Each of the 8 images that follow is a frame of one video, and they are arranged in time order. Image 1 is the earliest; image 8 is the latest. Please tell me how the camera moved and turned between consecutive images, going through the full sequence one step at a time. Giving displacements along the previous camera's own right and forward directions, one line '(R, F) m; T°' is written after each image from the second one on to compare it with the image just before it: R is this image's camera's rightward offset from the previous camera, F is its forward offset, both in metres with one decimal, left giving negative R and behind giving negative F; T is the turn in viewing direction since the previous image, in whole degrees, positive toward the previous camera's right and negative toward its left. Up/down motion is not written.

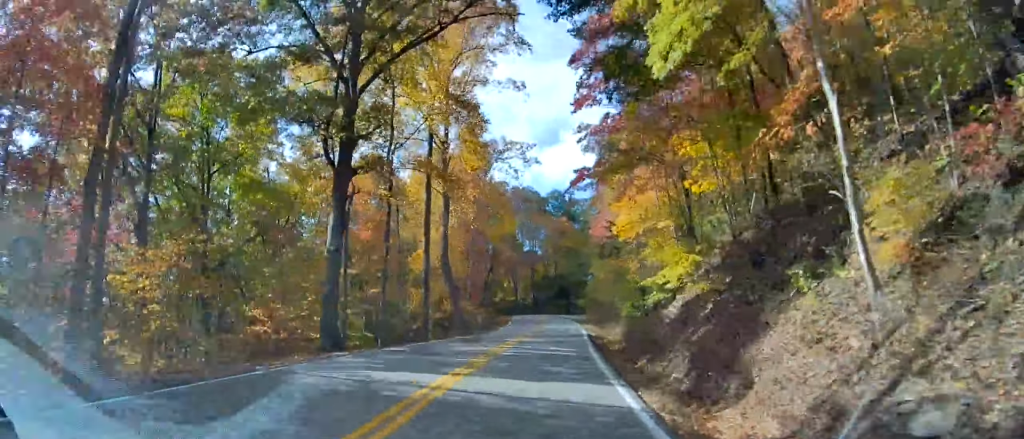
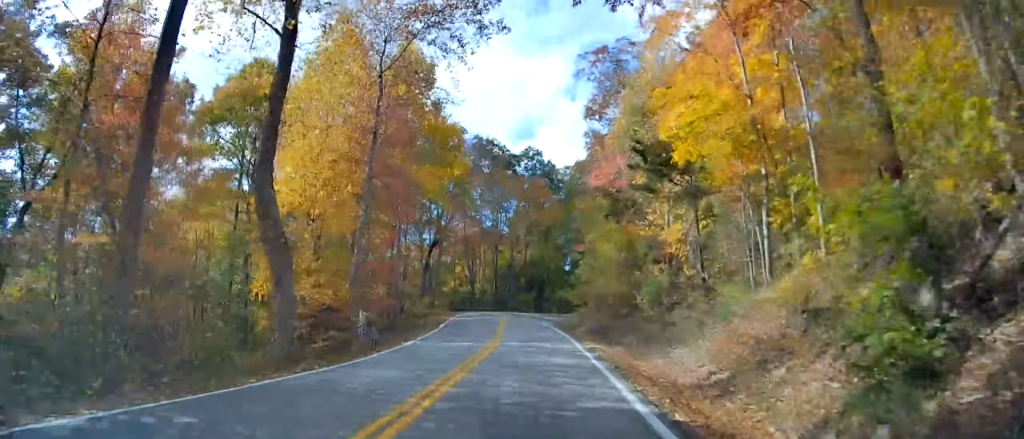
(+1.4, +25.8) m; +2°
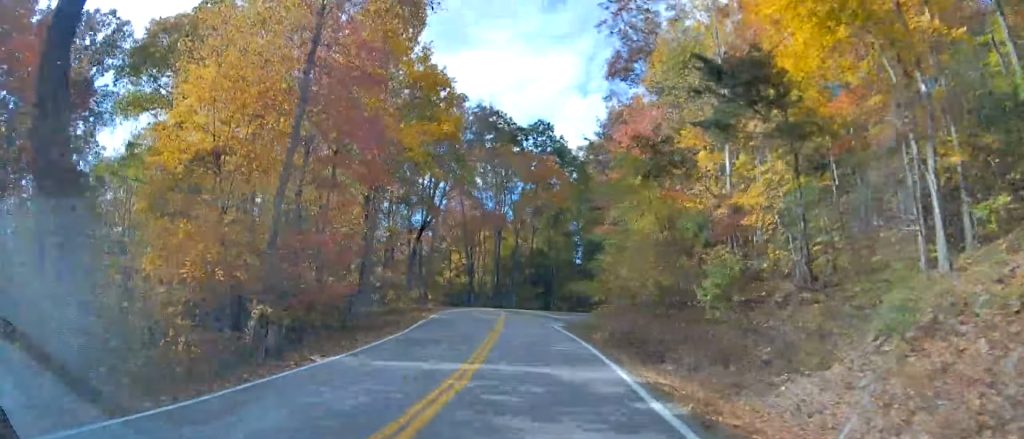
(-0.1, +9.4) m; -1°
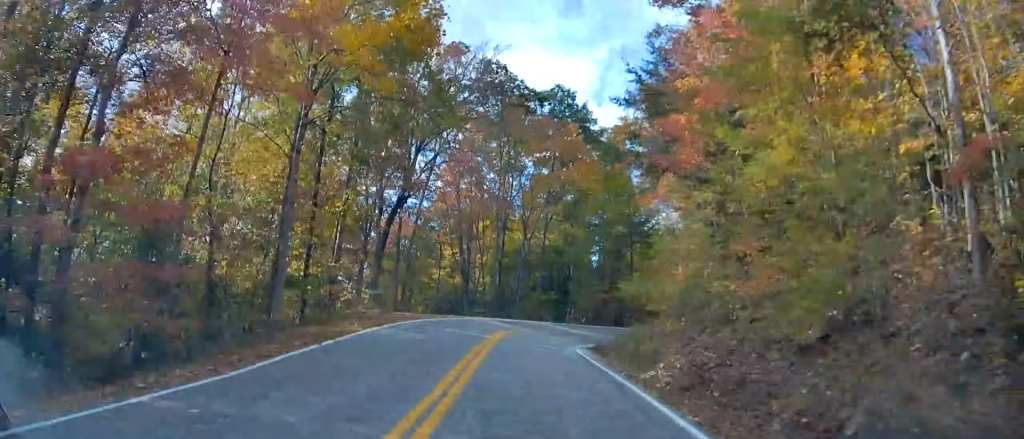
(-0.1, +13.1) m; +1°
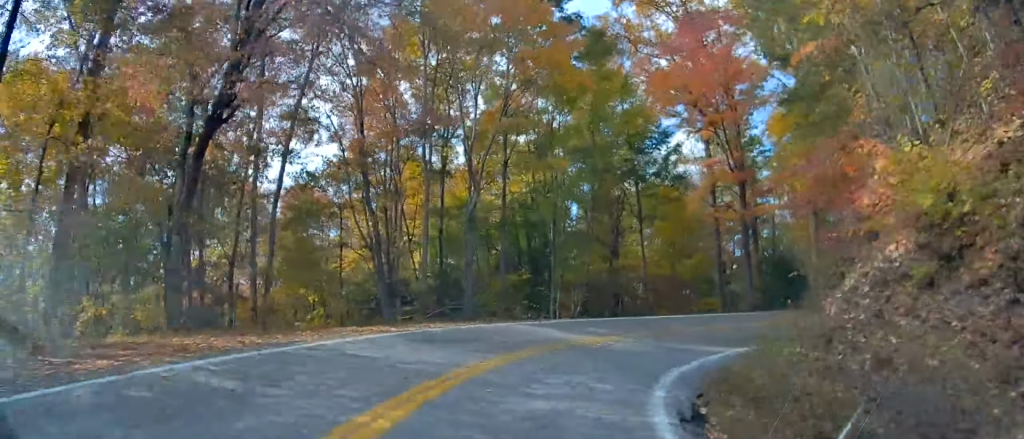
(+0.5, +19.3) m; +7°
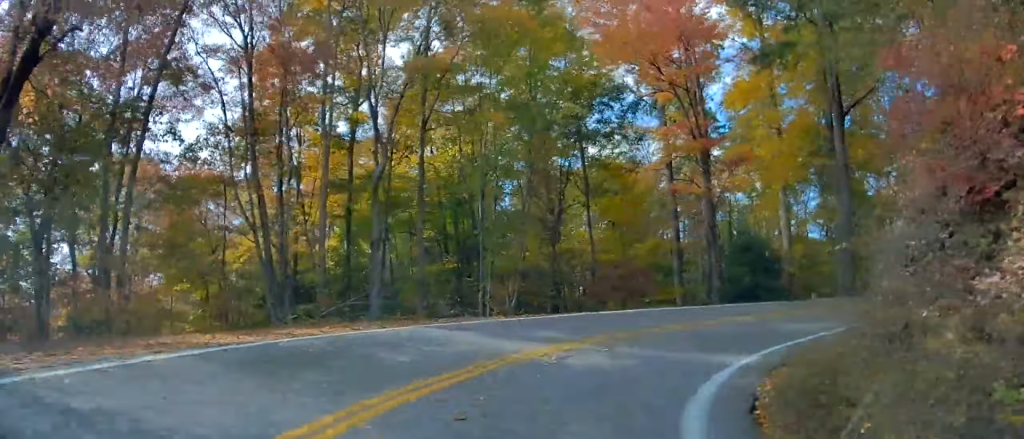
(-0.2, +6.5) m; +5°
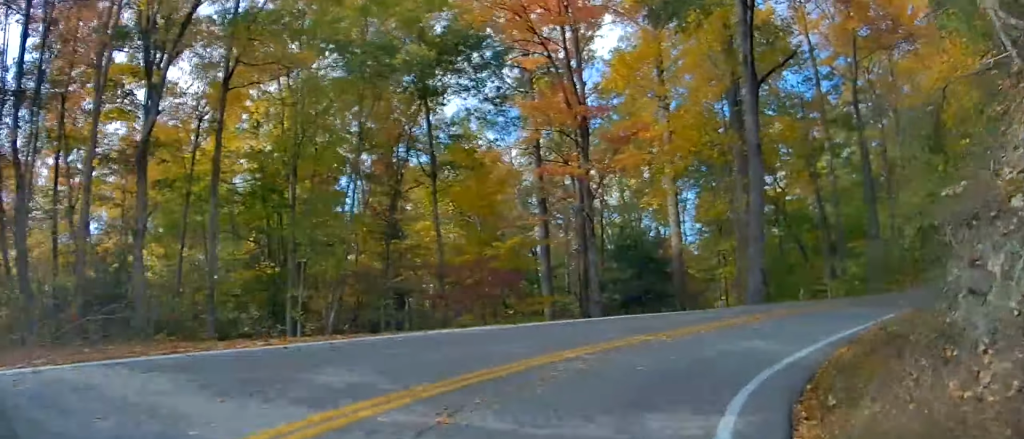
(+0.8, +7.1) m; +13°
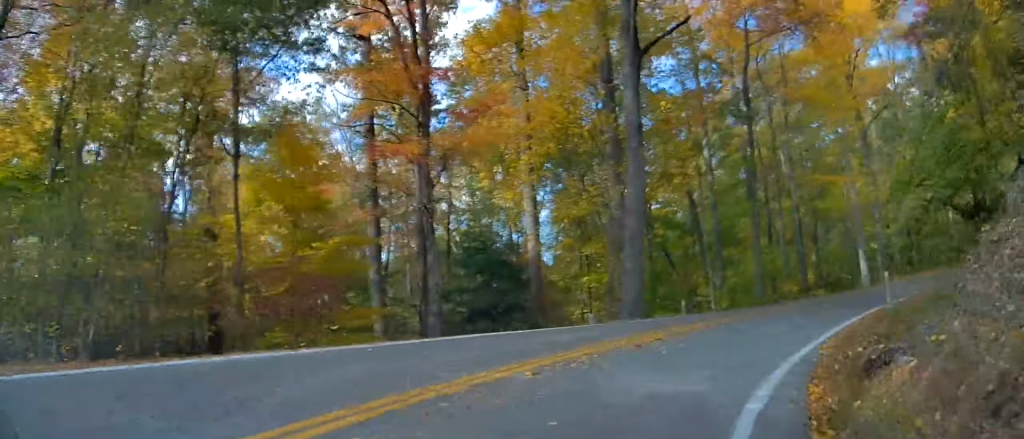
(-0.4, +5.7) m; +10°
